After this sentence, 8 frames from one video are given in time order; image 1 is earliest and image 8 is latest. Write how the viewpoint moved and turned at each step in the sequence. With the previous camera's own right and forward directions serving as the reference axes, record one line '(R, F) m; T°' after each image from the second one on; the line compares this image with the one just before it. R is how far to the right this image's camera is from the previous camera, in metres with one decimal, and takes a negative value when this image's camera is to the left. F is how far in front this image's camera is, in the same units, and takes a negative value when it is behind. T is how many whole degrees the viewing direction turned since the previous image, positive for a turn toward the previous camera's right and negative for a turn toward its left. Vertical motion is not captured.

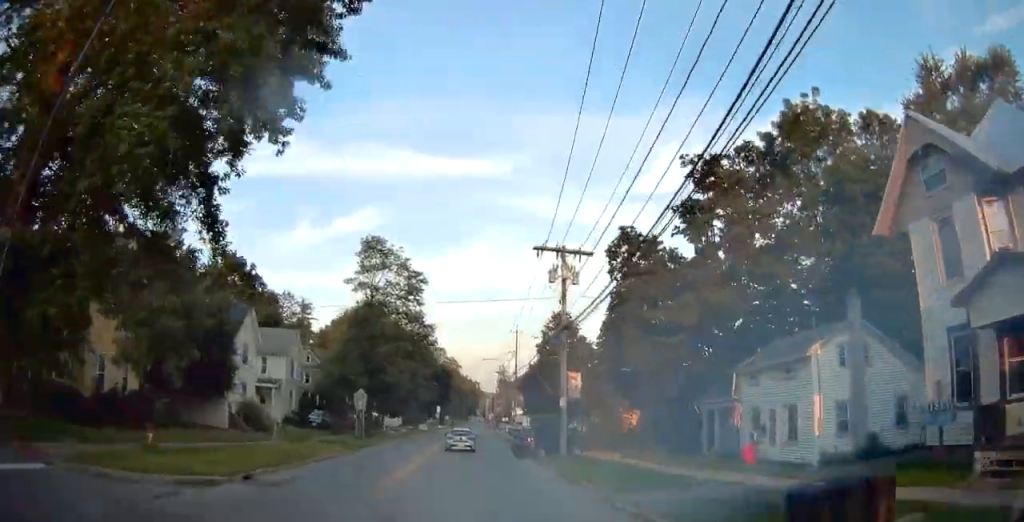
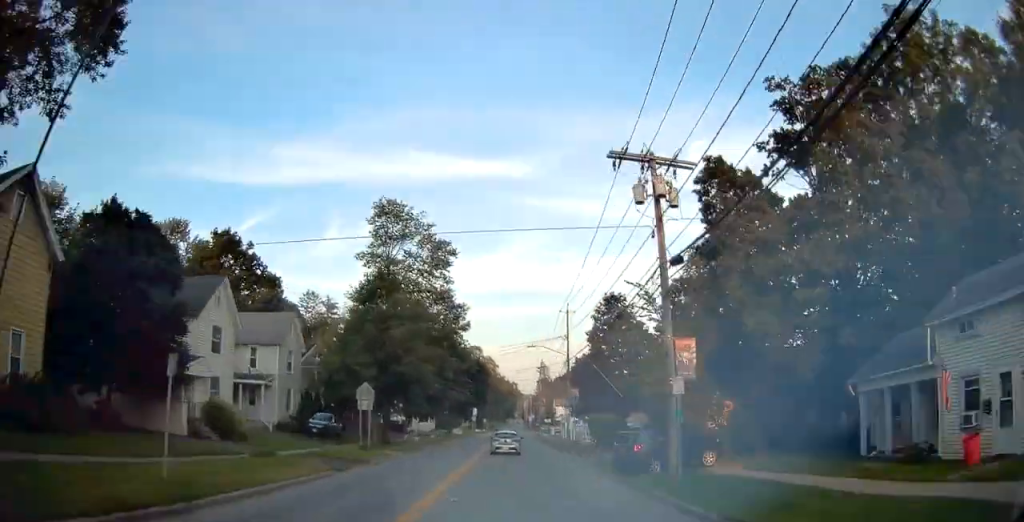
(+0.1, +11.3) m; +1°
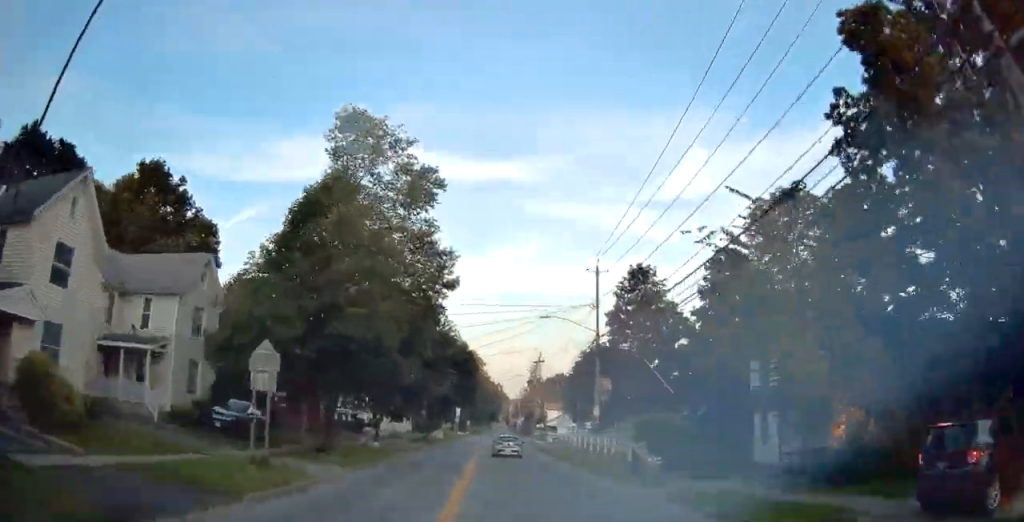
(0.0, +14.8) m; +1°
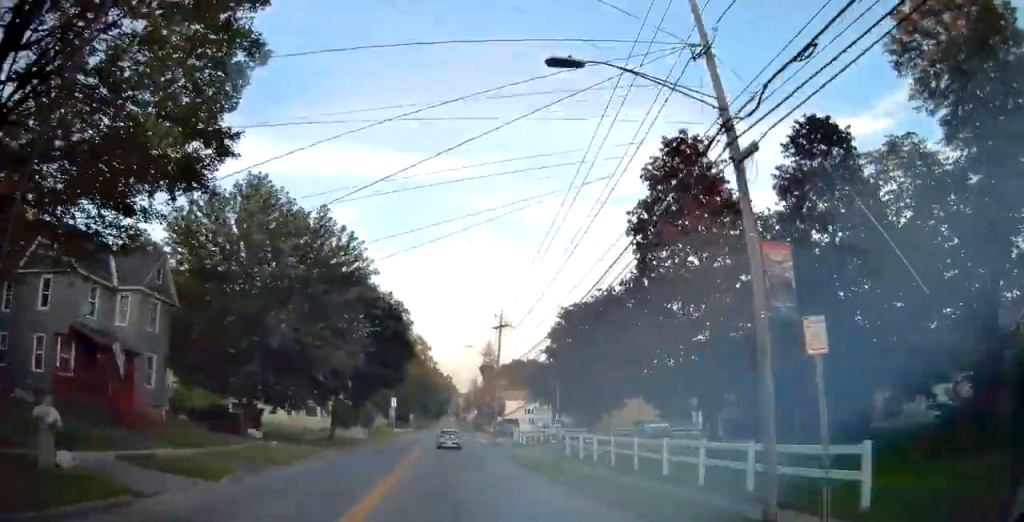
(+0.2, +21.7) m; +1°
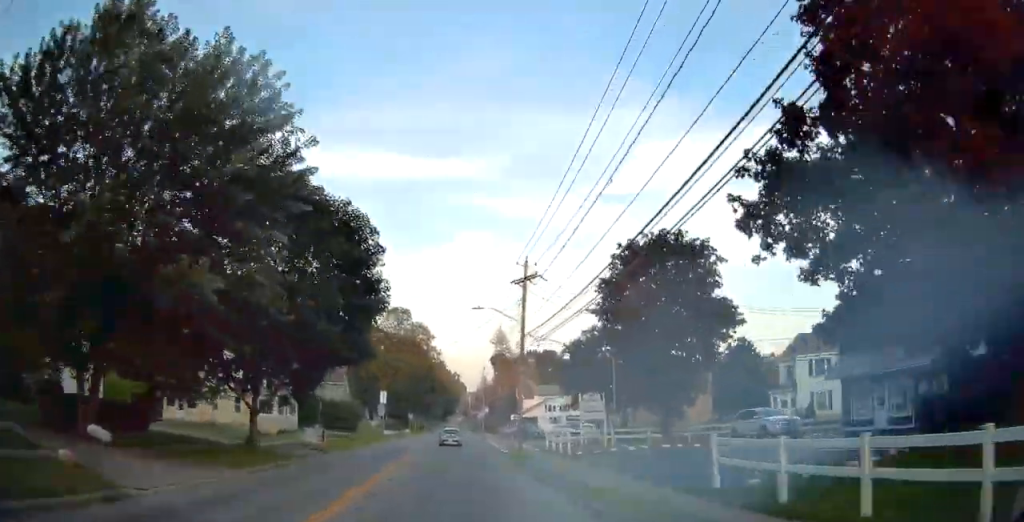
(+0.2, +15.9) m; 0°
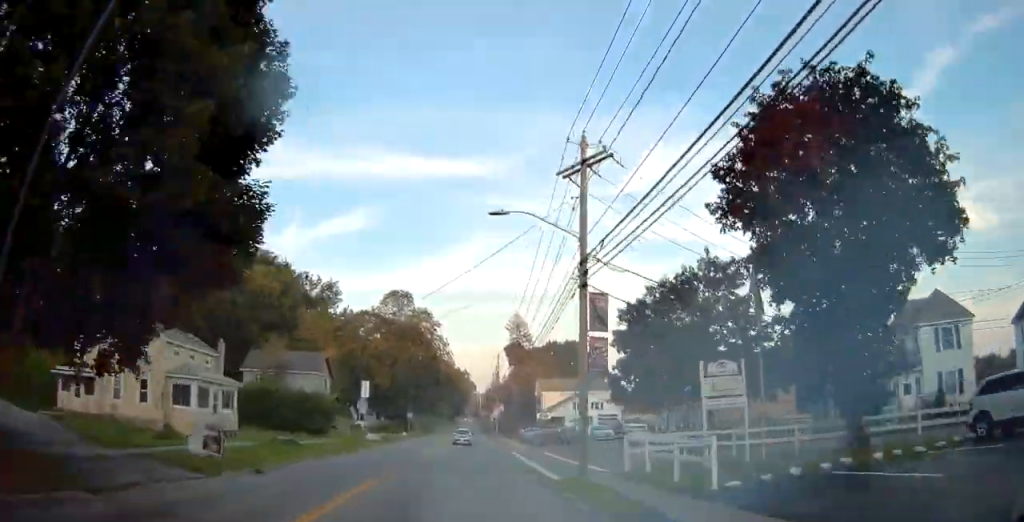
(-0.1, +15.6) m; -1°
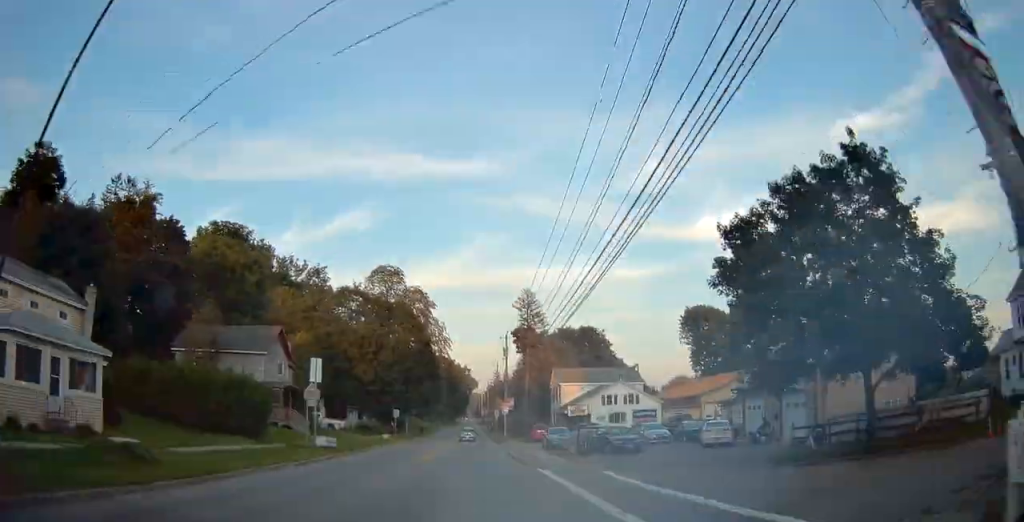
(-0.2, +15.1) m; -1°
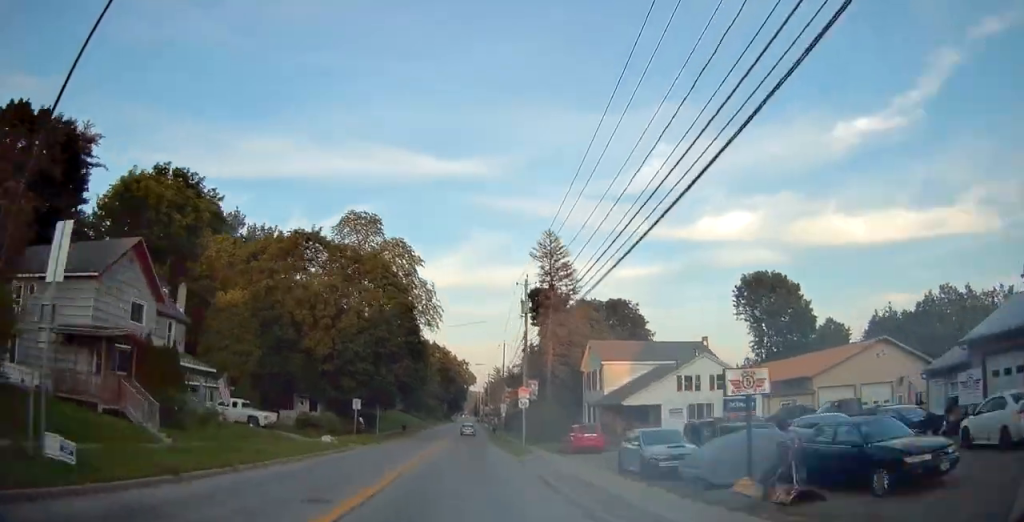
(0.0, +21.4) m; +1°
